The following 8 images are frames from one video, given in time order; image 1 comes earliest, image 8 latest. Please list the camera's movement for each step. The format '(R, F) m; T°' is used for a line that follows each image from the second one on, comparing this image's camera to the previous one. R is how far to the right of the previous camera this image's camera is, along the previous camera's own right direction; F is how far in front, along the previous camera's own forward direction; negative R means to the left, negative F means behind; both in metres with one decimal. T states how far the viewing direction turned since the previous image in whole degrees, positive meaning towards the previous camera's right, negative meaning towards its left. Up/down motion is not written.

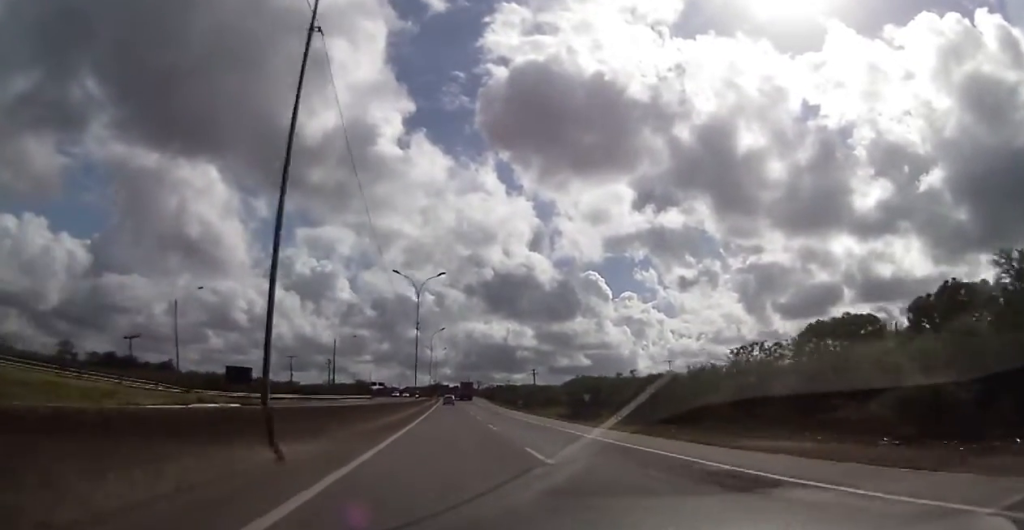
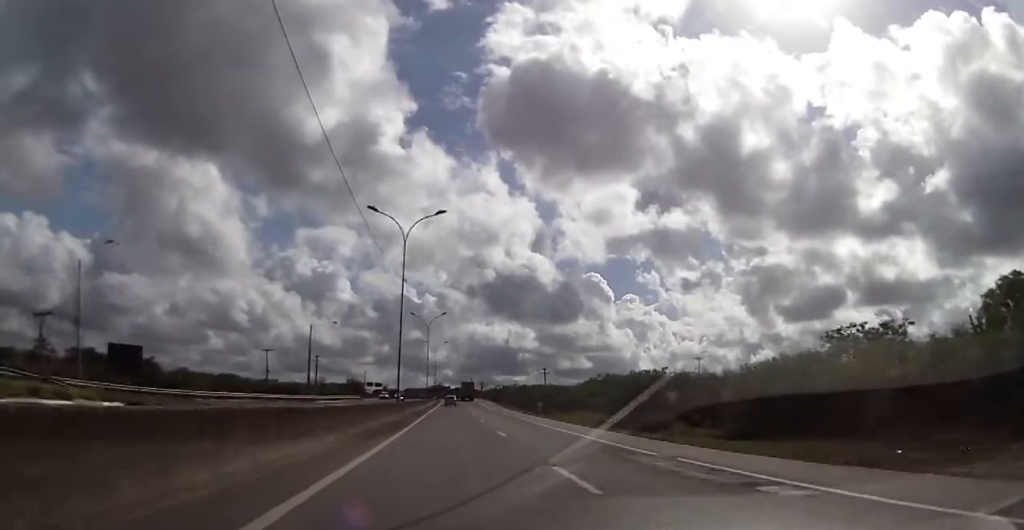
(+0.1, +20.2) m; 0°
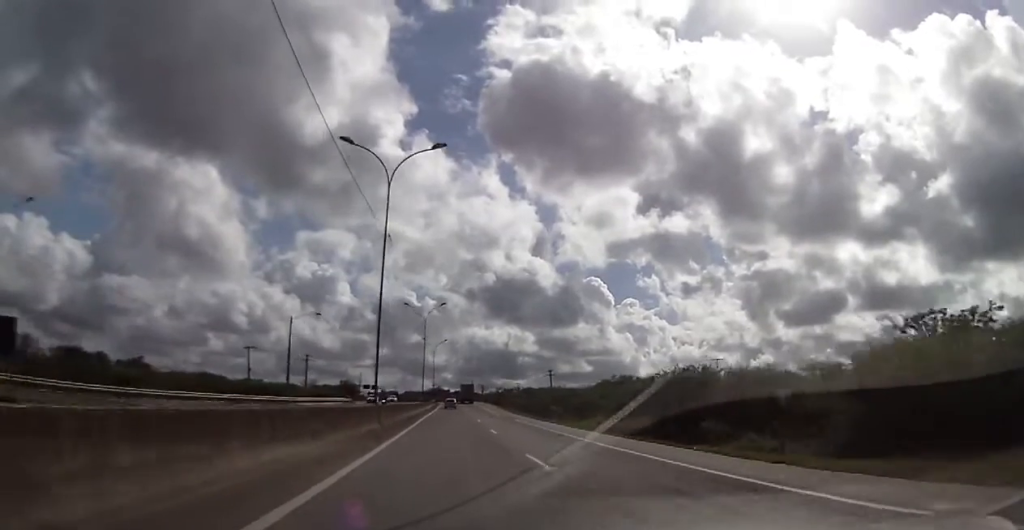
(-0.1, +11.3) m; -1°
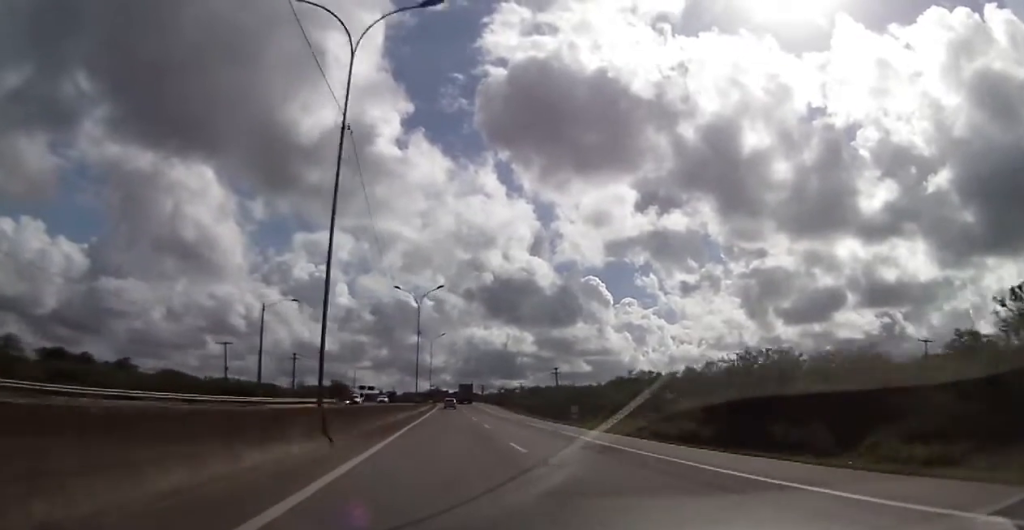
(-0.1, +11.3) m; 0°
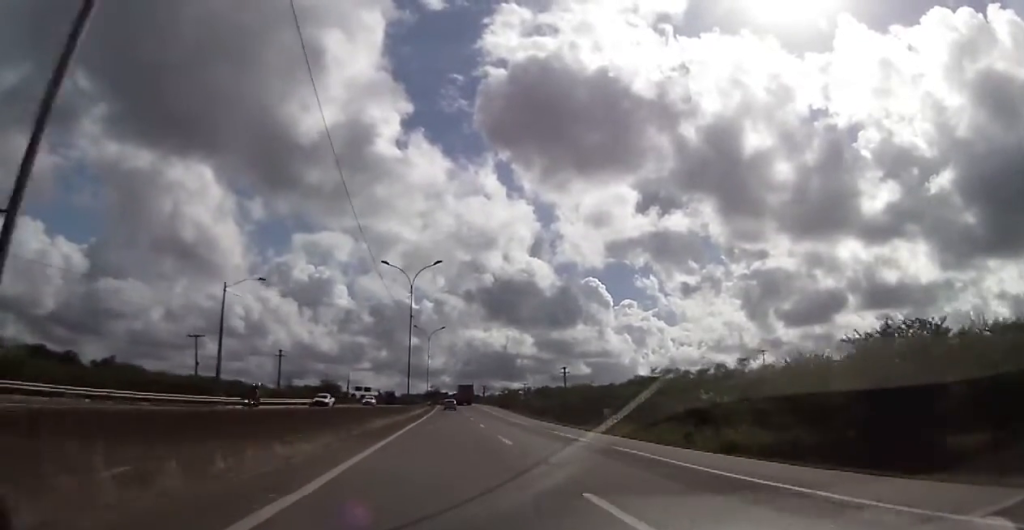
(-0.1, +12.1) m; 0°
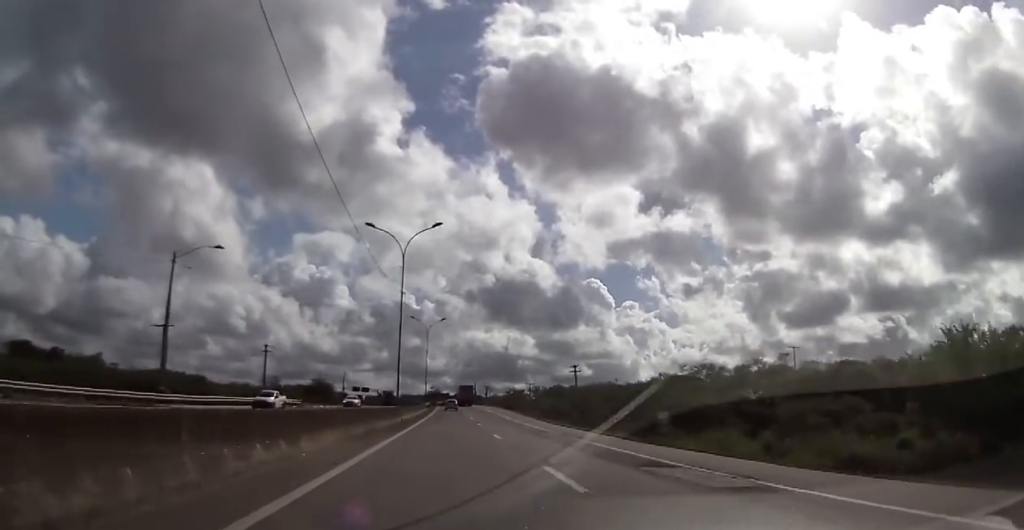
(0.0, +11.4) m; 0°
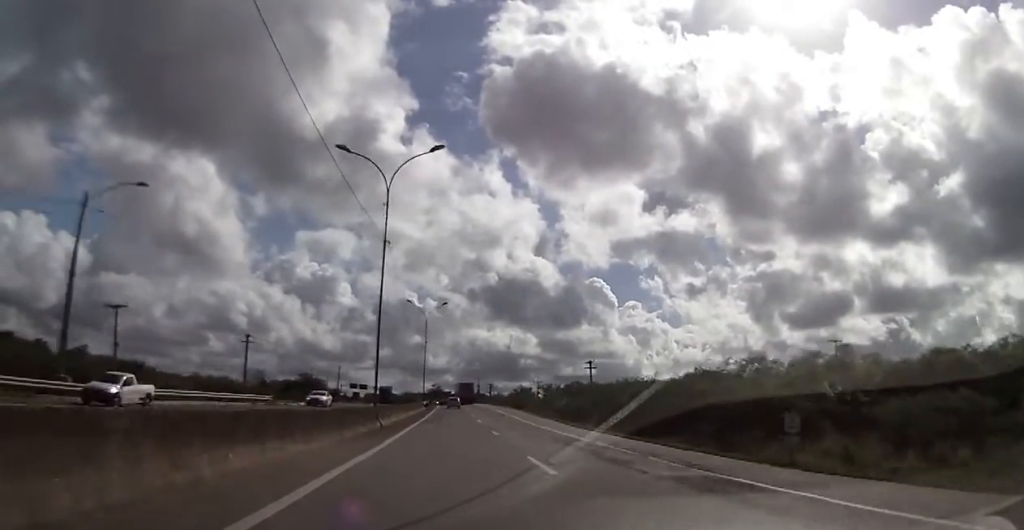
(0.0, +13.0) m; 0°
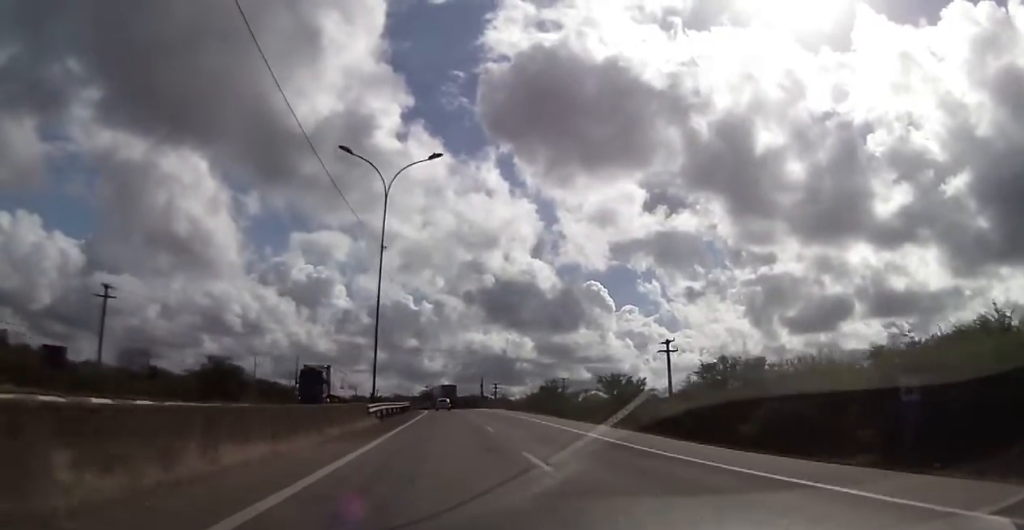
(-1.1, +47.7) m; -2°
